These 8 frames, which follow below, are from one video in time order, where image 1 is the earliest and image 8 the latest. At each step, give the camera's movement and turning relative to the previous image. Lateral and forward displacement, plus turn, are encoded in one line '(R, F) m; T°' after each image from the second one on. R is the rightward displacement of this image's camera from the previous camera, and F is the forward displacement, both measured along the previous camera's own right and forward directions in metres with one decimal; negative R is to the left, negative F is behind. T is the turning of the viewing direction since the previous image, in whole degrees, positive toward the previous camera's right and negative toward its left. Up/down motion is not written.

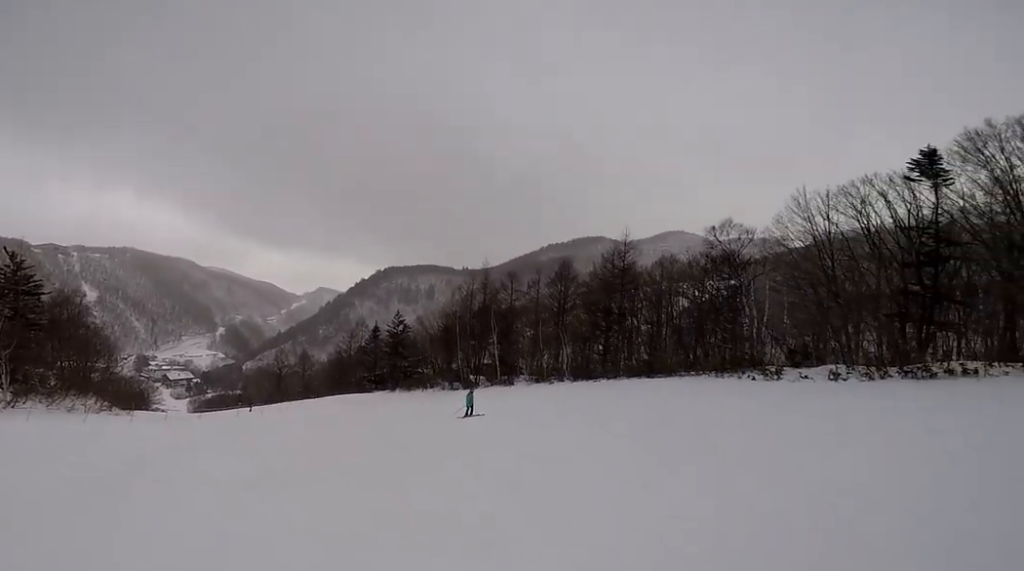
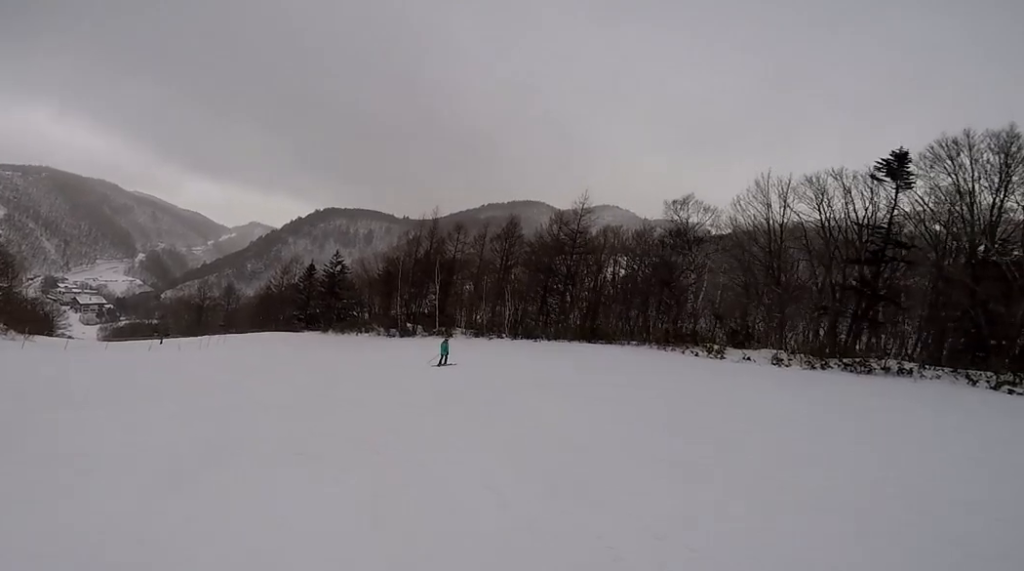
(-0.1, +2.7) m; +5°
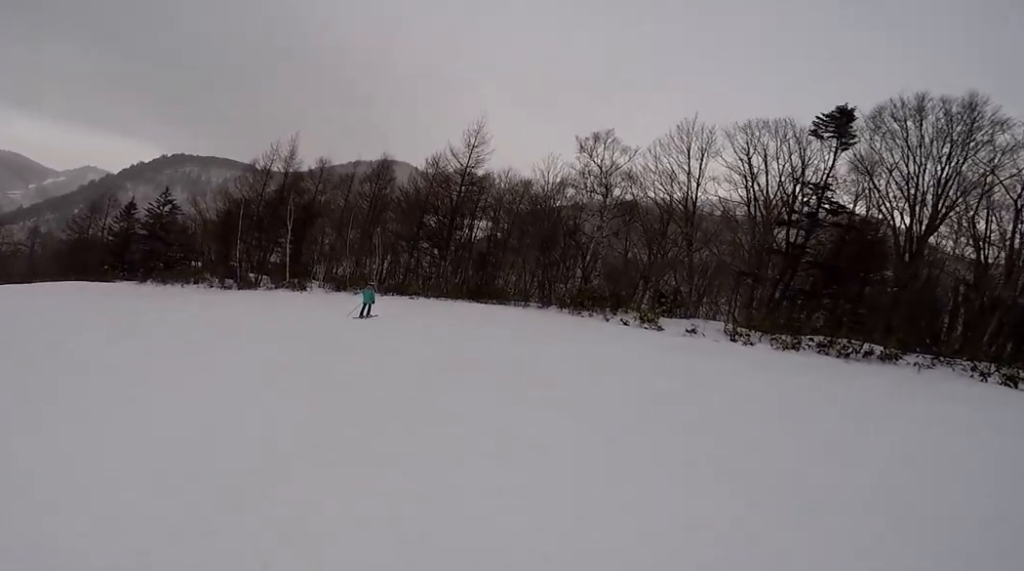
(+3.3, +9.4) m; +44°
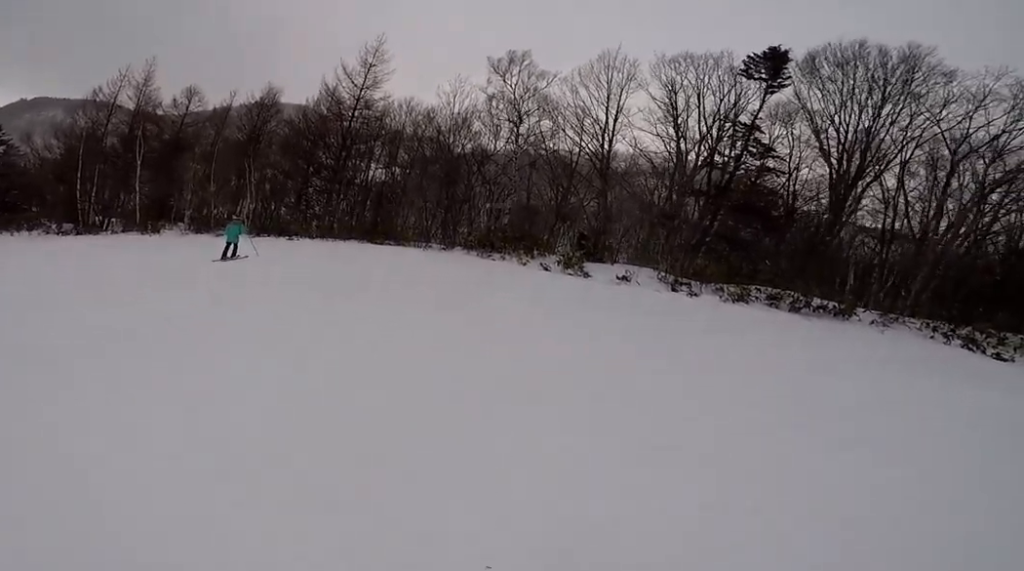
(+0.4, +4.9) m; -12°
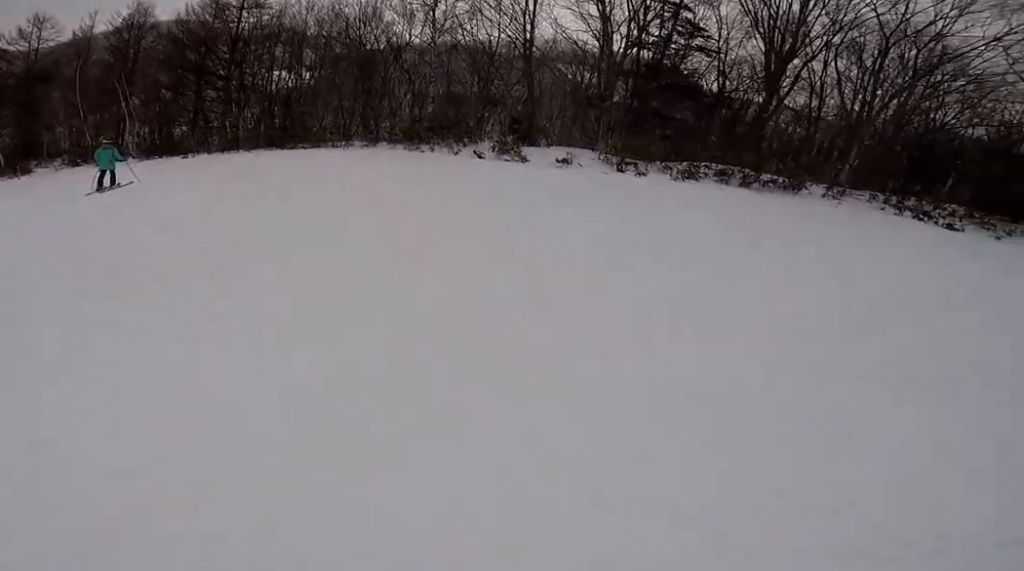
(-0.4, +1.4) m; -4°
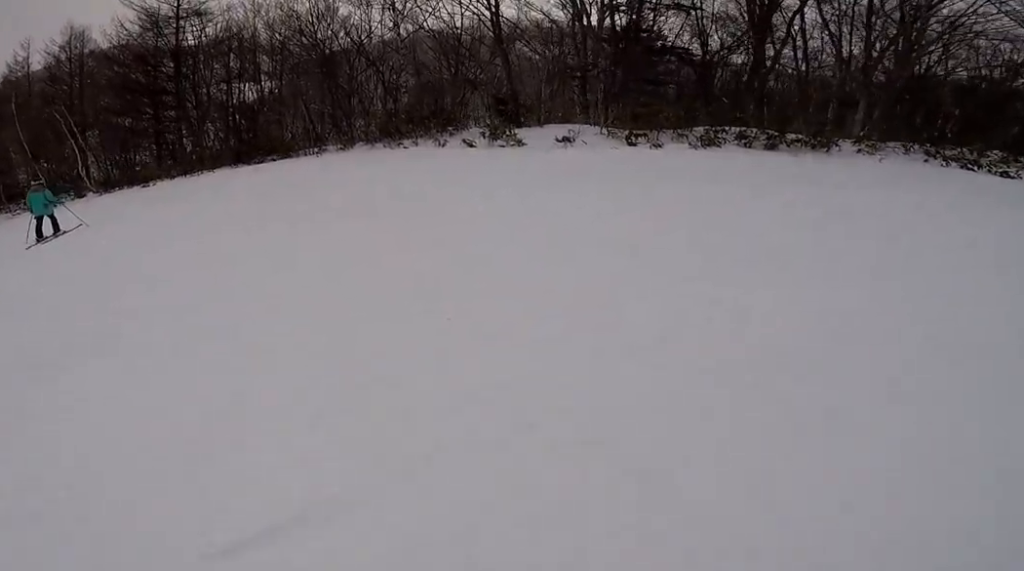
(-0.6, +1.8) m; -5°
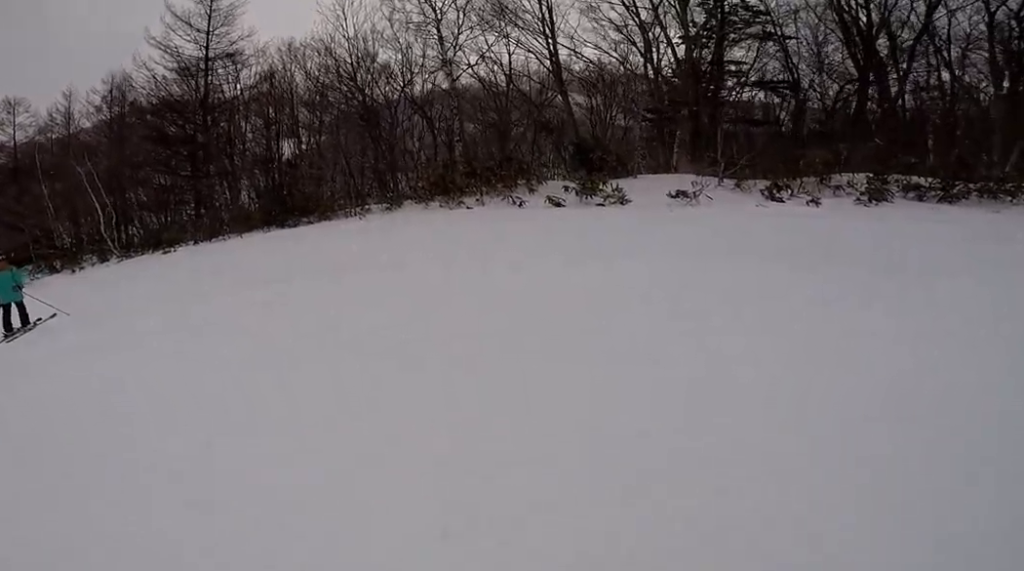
(+0.7, +2.8) m; +11°
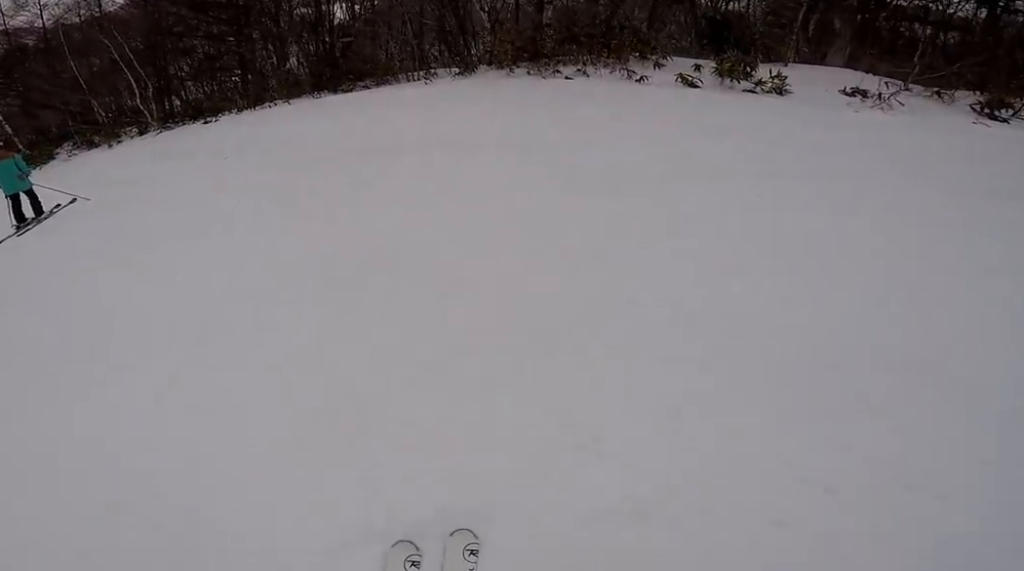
(0.0, +1.4) m; -11°
